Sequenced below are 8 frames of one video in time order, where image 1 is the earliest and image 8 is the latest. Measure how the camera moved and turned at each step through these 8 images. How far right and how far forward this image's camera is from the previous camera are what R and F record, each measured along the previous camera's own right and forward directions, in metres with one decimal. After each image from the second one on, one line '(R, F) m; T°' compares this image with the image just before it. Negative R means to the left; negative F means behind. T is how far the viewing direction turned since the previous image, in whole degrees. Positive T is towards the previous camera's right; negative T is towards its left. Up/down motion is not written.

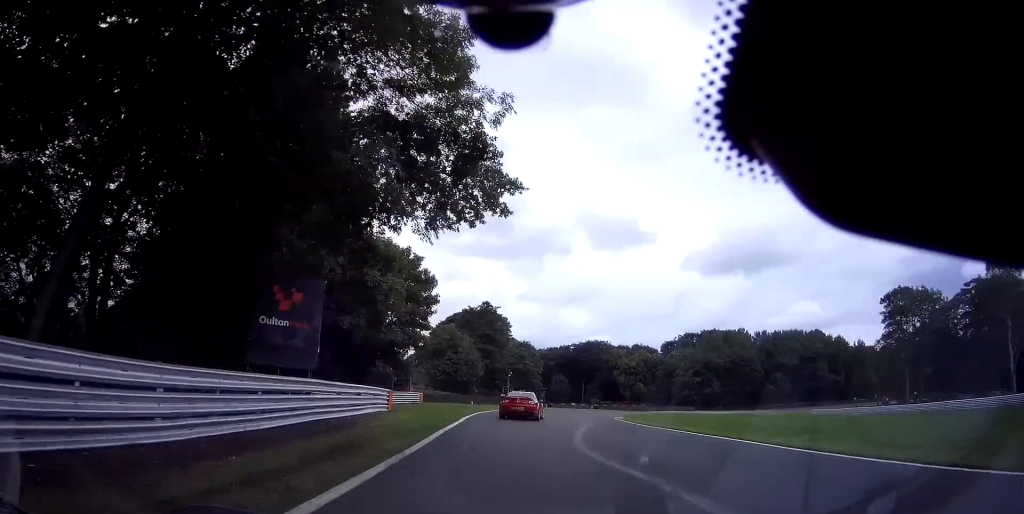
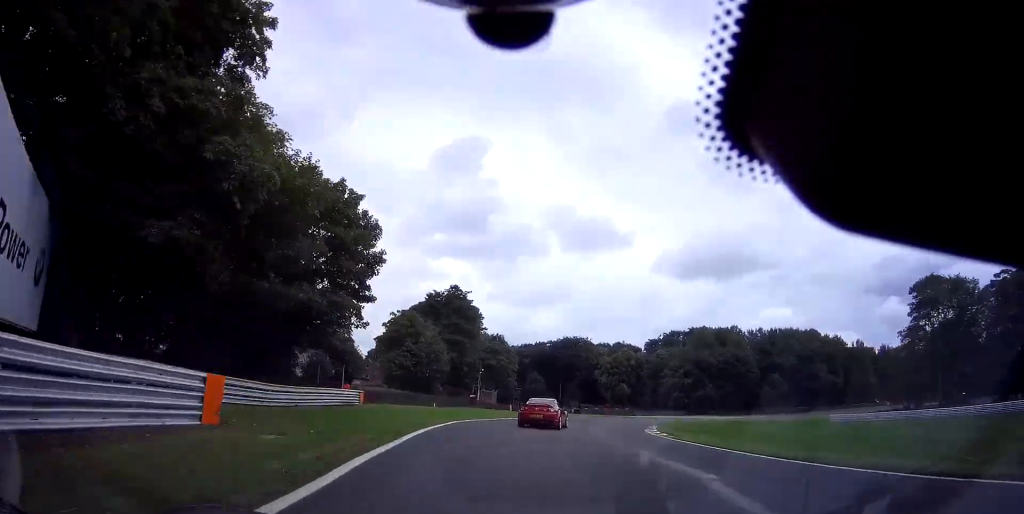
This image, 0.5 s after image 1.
(-0.3, +15.5) m; +3°
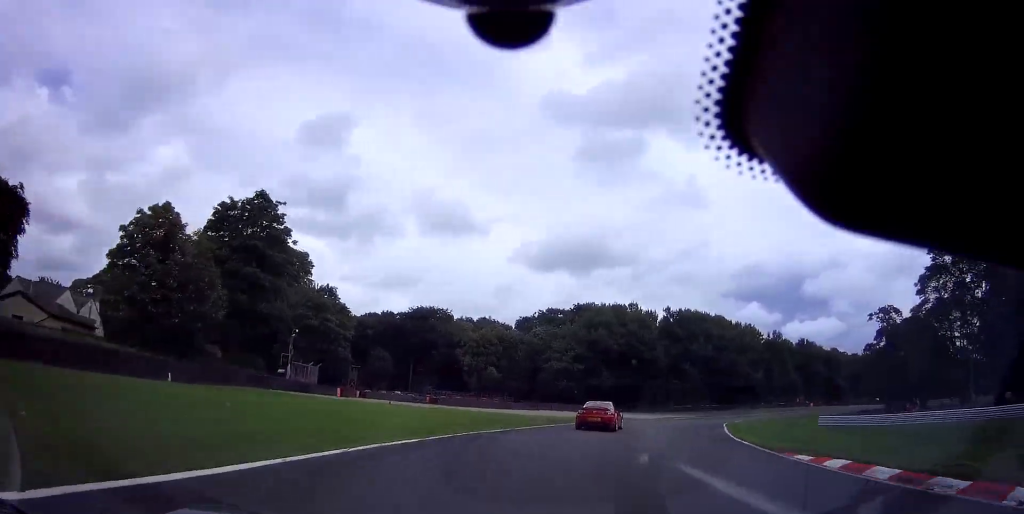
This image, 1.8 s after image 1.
(+4.6, +32.0) m; +17°
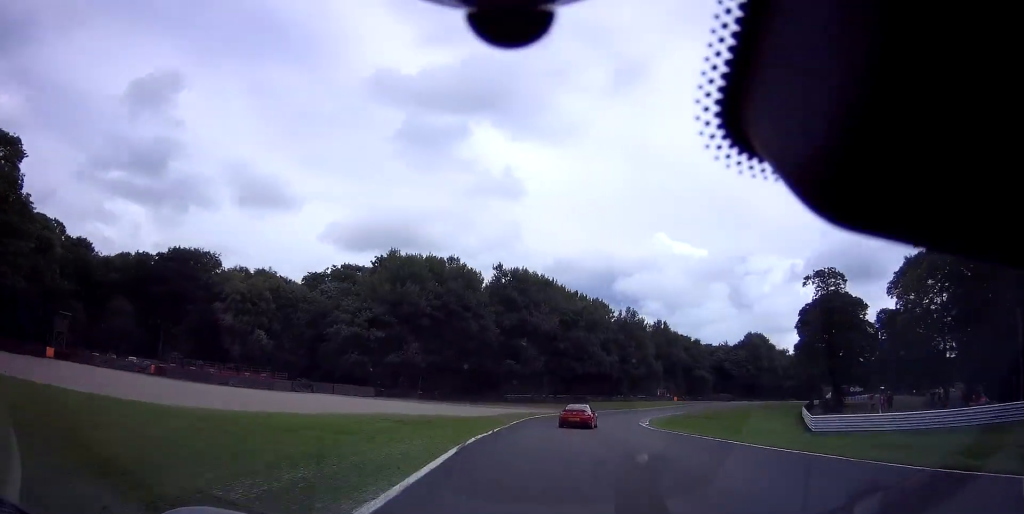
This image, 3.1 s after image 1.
(+5.6, +30.0) m; +20°
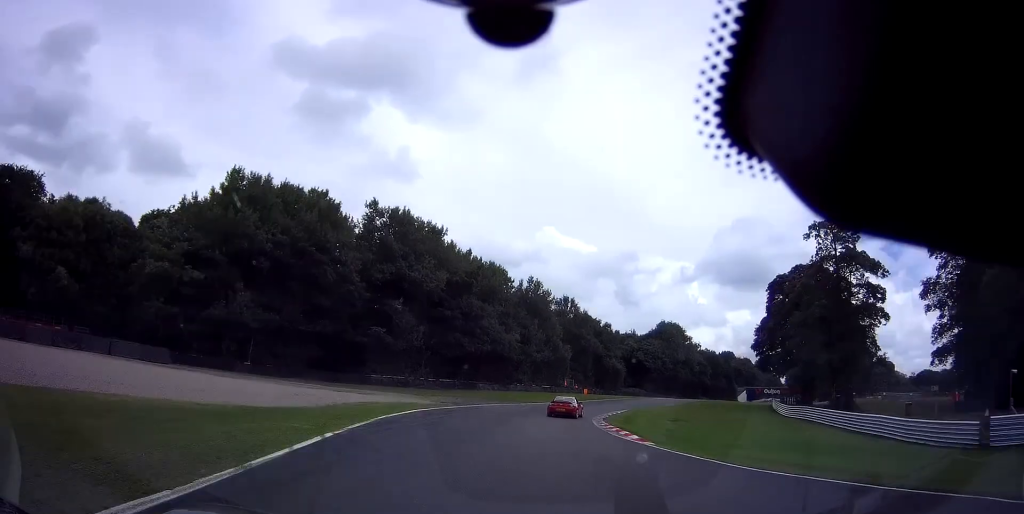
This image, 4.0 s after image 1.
(+2.7, +21.8) m; +13°
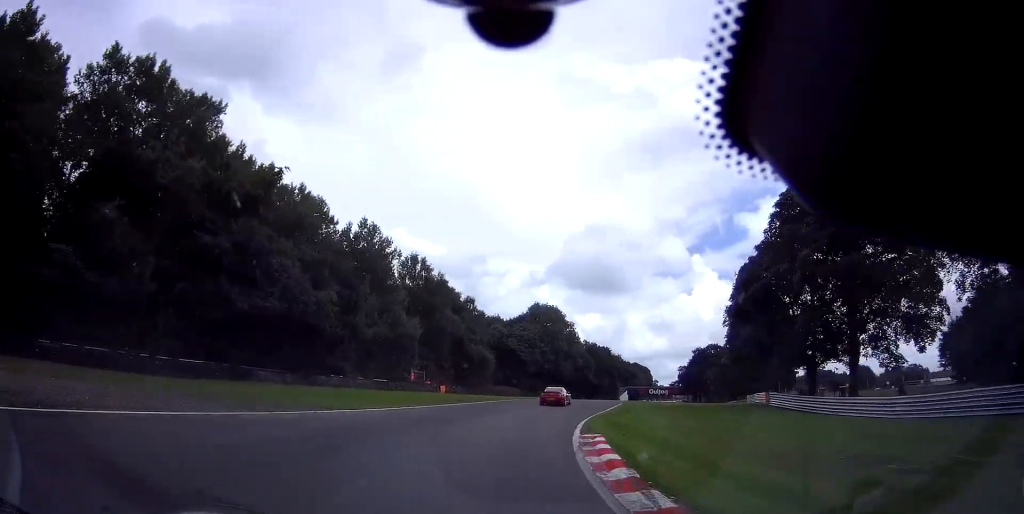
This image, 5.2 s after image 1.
(+4.3, +31.1) m; +15°
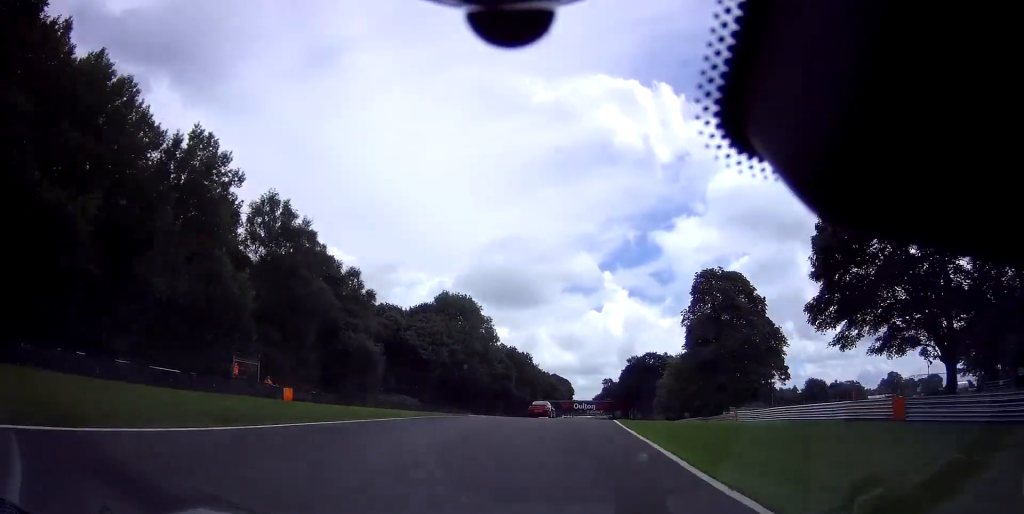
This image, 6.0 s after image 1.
(+2.2, +24.0) m; +9°
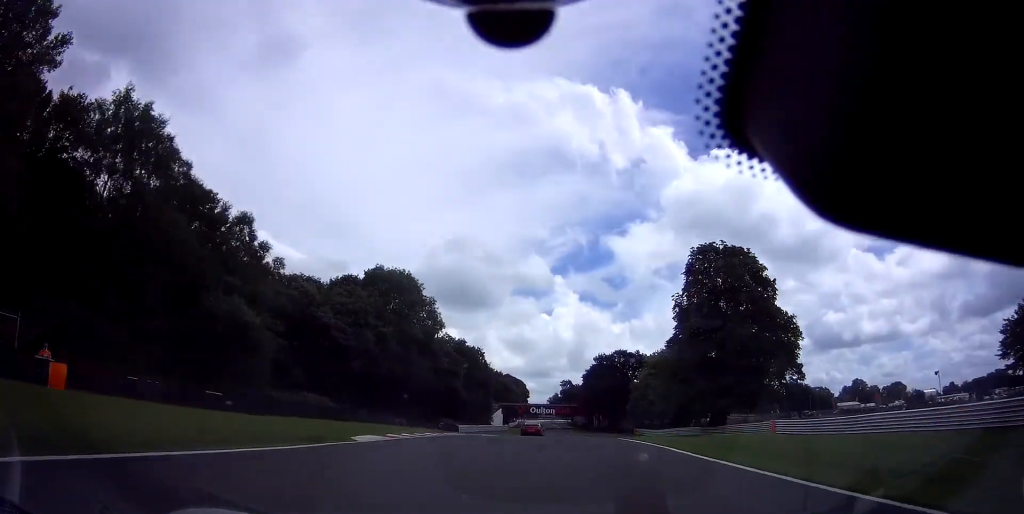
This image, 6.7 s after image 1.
(+0.8, +18.3) m; +6°
